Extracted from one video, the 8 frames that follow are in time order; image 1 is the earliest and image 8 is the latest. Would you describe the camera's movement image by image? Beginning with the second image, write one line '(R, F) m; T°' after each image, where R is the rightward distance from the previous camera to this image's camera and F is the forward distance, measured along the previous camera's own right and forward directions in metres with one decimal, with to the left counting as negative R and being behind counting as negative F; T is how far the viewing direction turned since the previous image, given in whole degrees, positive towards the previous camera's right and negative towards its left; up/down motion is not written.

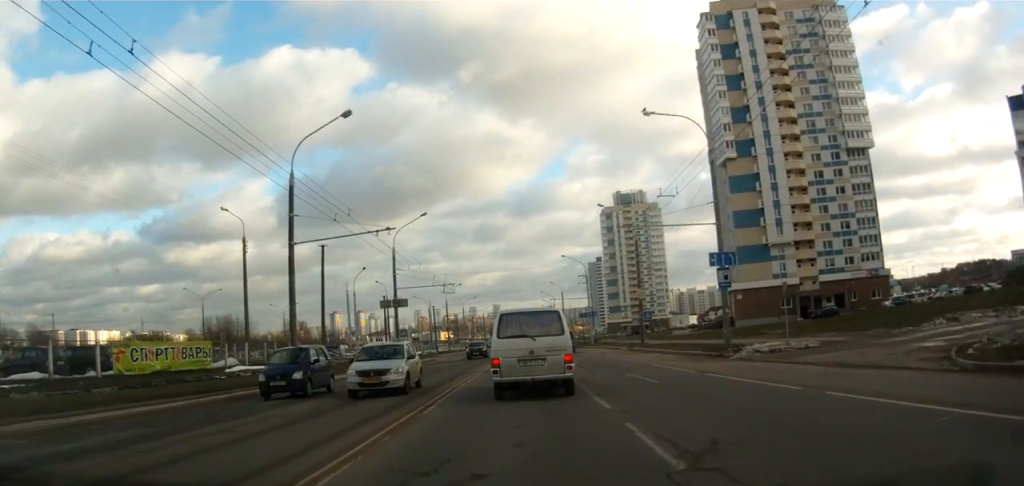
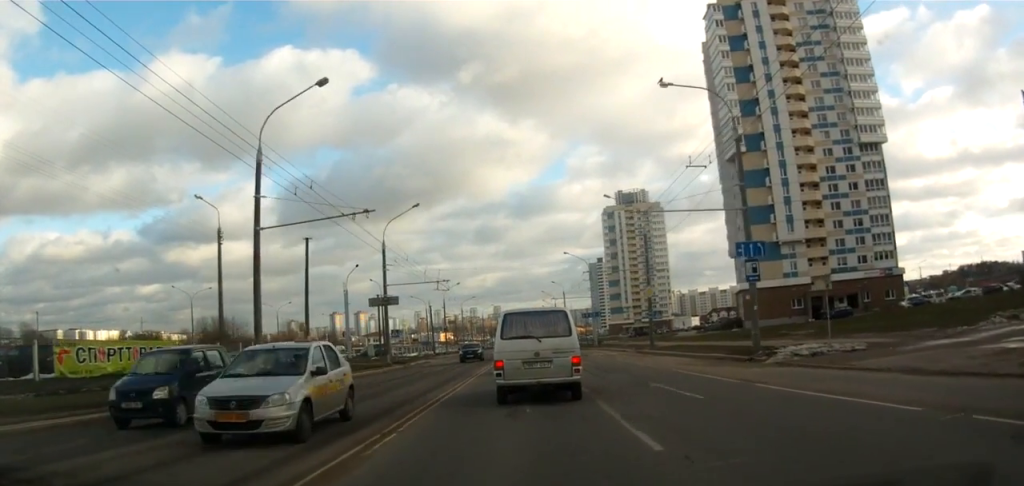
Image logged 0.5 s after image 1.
(0.0, +4.9) m; 0°
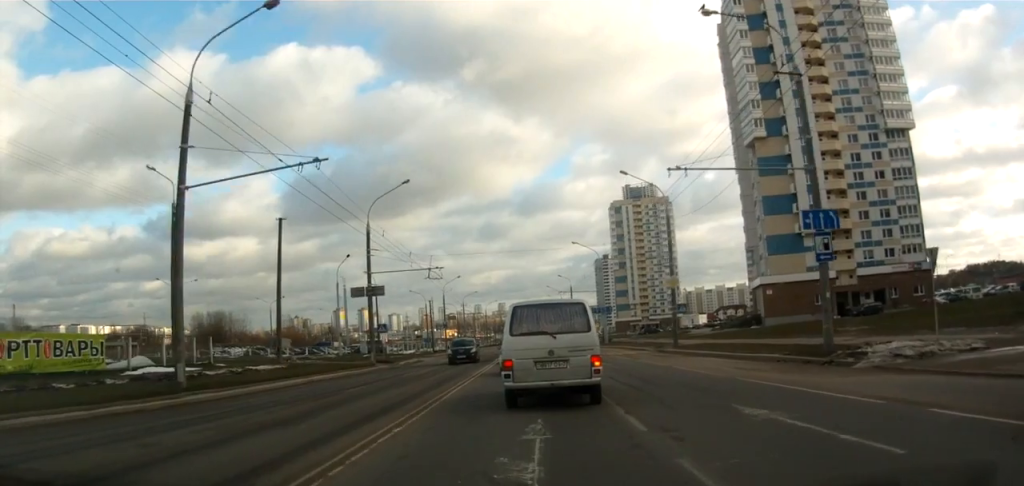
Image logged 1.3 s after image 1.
(0.0, +7.7) m; 0°
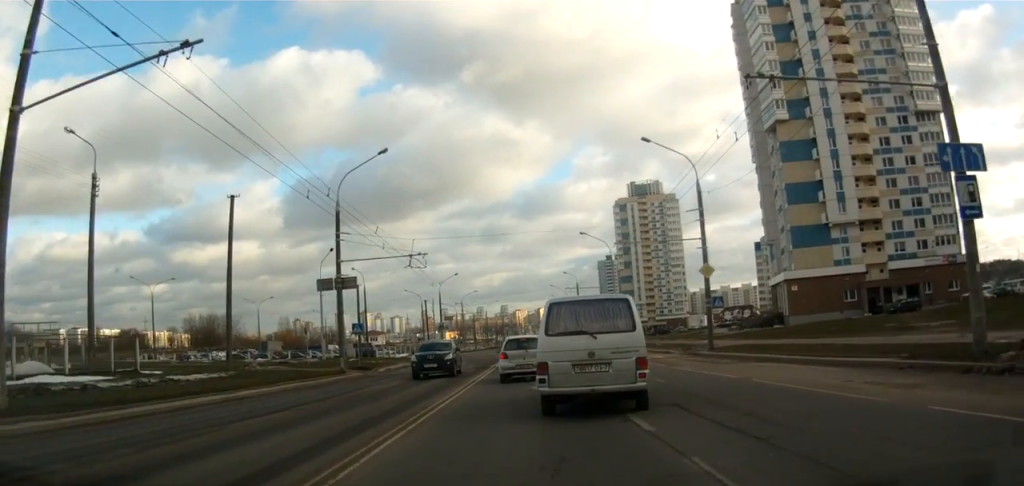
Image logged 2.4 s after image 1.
(+0.1, +9.1) m; +1°
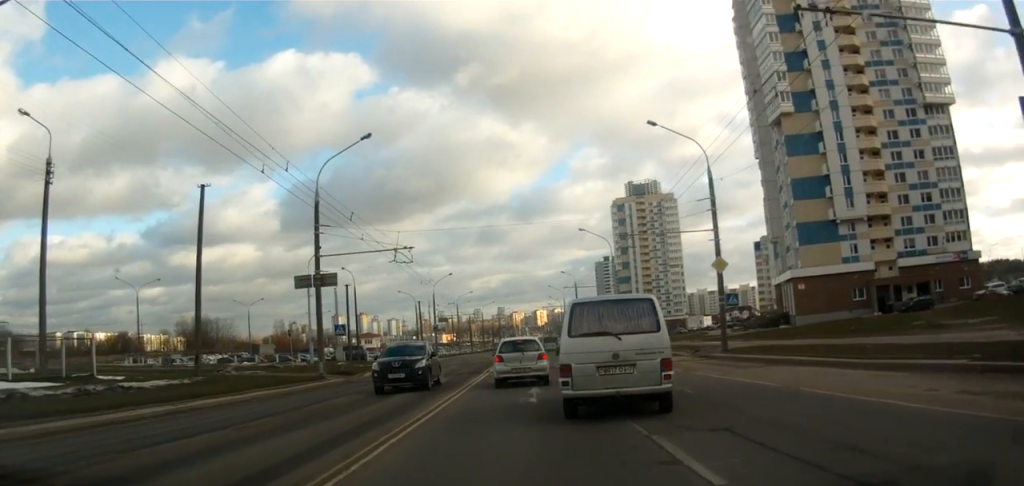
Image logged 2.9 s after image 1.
(0.0, +3.5) m; +1°
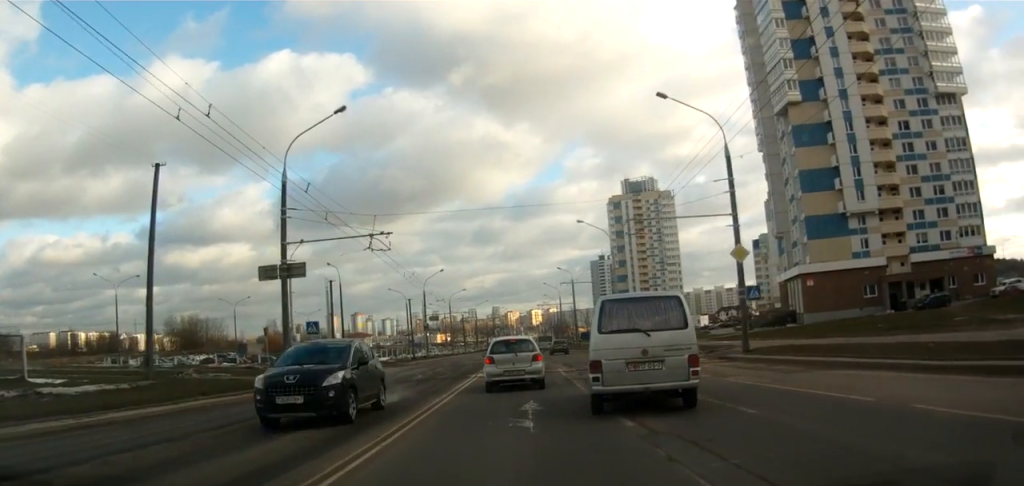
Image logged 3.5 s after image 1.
(+0.1, +4.2) m; 0°
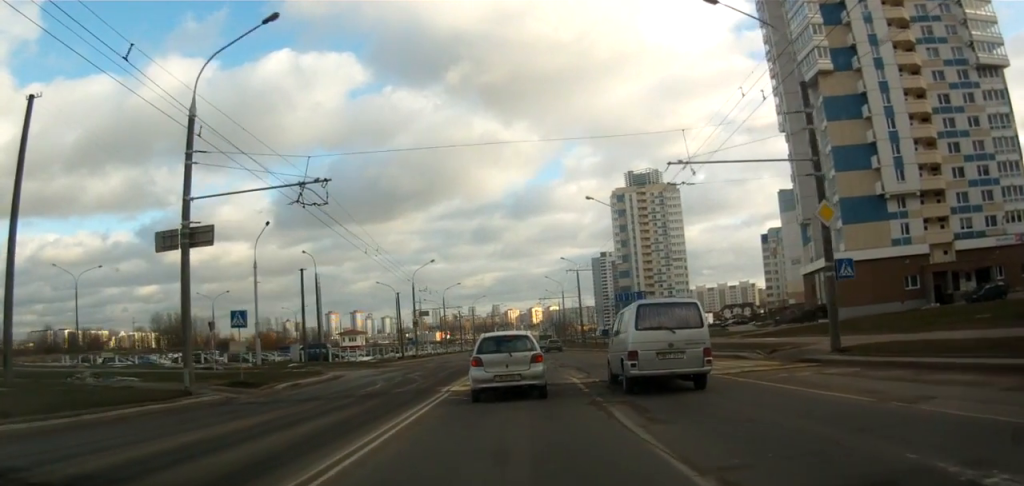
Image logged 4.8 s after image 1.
(0.0, +8.9) m; -1°
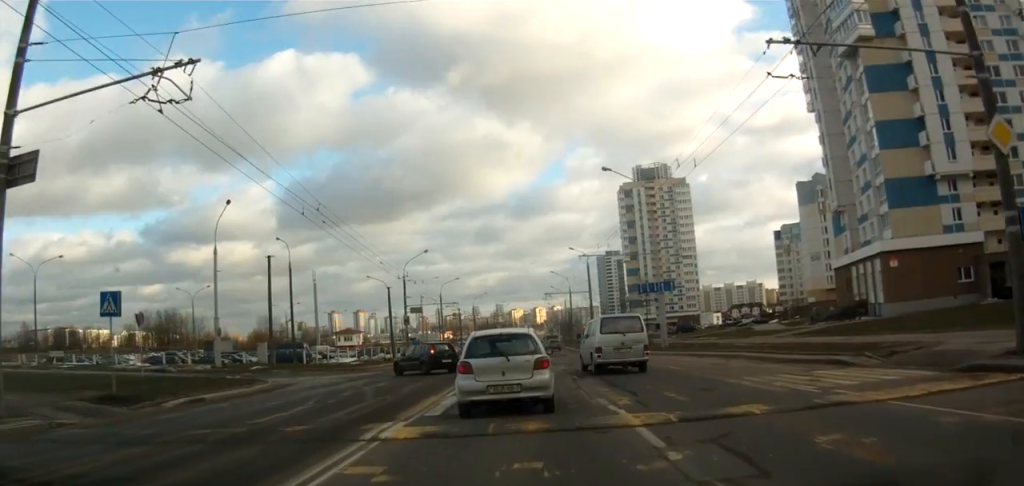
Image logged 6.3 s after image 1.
(-0.1, +8.7) m; -3°
